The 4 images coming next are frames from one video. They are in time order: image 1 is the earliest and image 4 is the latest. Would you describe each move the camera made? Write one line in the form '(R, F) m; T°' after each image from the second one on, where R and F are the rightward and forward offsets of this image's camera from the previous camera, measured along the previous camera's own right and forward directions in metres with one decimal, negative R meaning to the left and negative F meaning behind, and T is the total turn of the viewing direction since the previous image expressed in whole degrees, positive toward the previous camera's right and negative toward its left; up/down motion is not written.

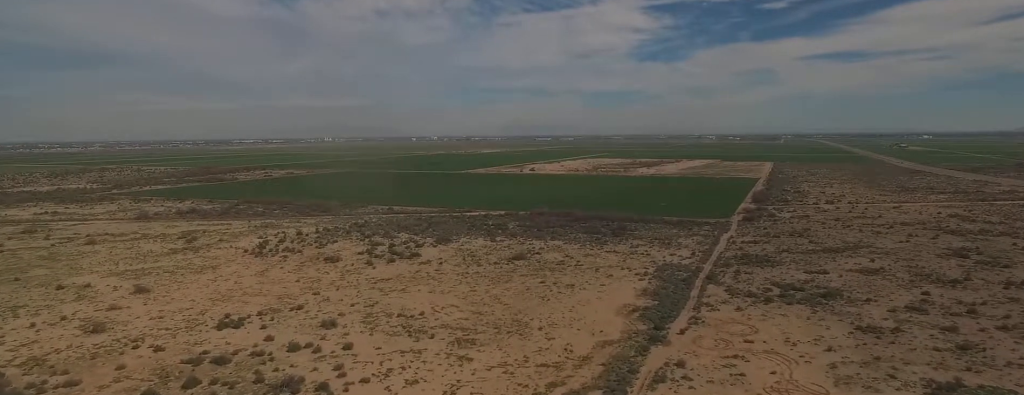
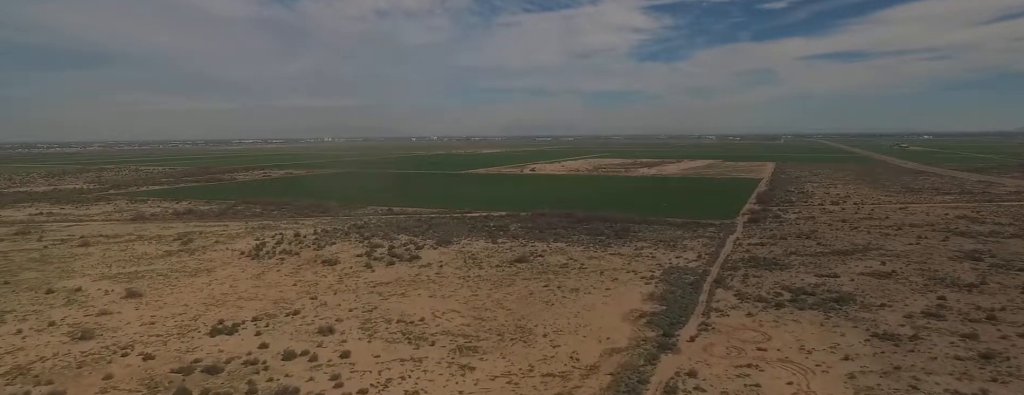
(0.0, +6.4) m; 0°
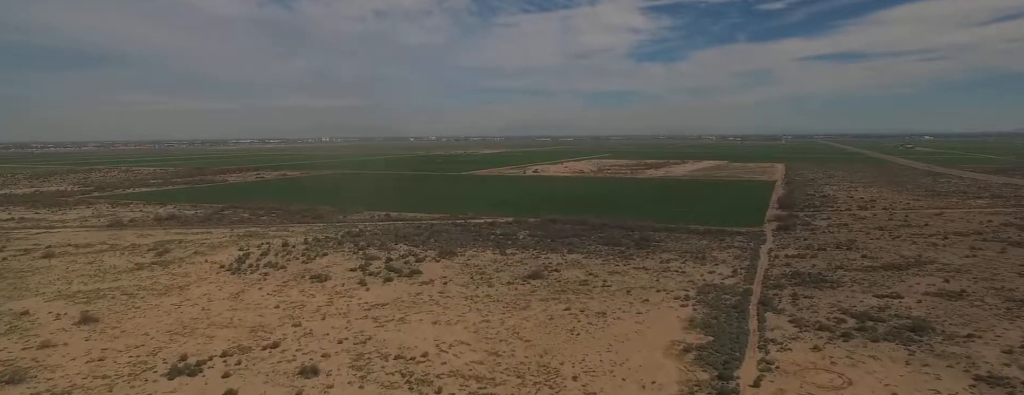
(+0.4, +31.8) m; +2°
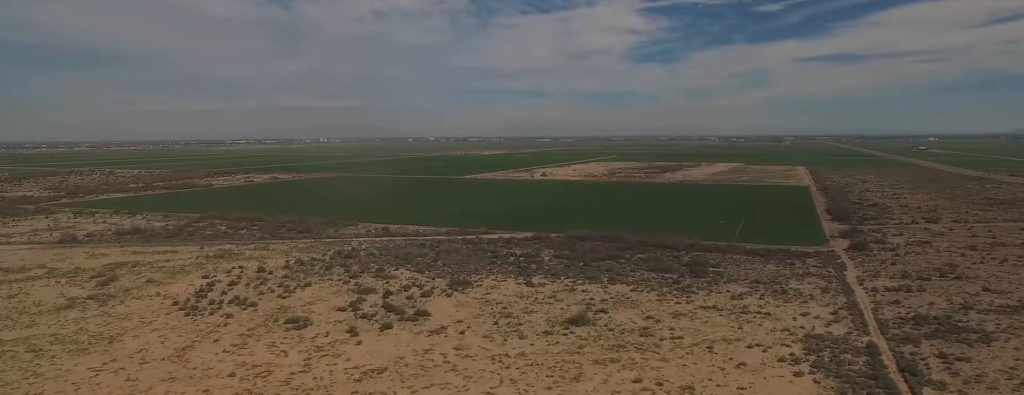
(+1.6, +57.9) m; +1°
